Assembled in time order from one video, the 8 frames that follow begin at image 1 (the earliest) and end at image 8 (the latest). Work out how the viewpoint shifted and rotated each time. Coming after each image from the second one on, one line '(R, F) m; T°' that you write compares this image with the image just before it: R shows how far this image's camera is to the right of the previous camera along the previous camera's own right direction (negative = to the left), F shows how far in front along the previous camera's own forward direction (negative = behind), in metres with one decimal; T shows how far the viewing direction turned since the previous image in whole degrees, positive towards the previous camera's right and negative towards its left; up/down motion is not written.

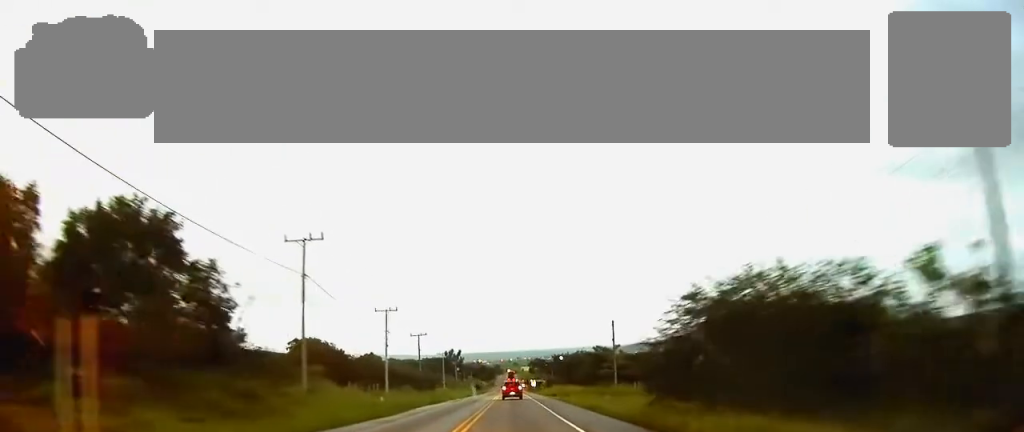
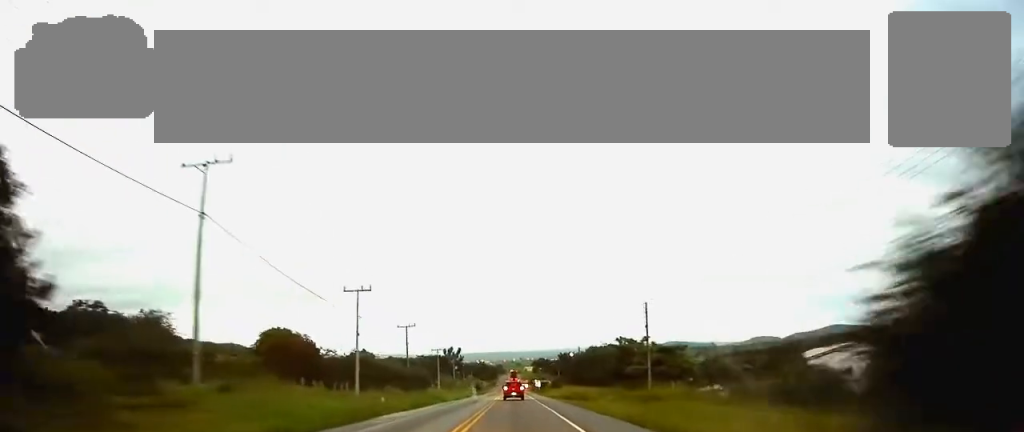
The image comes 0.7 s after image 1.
(0.0, +14.6) m; 0°
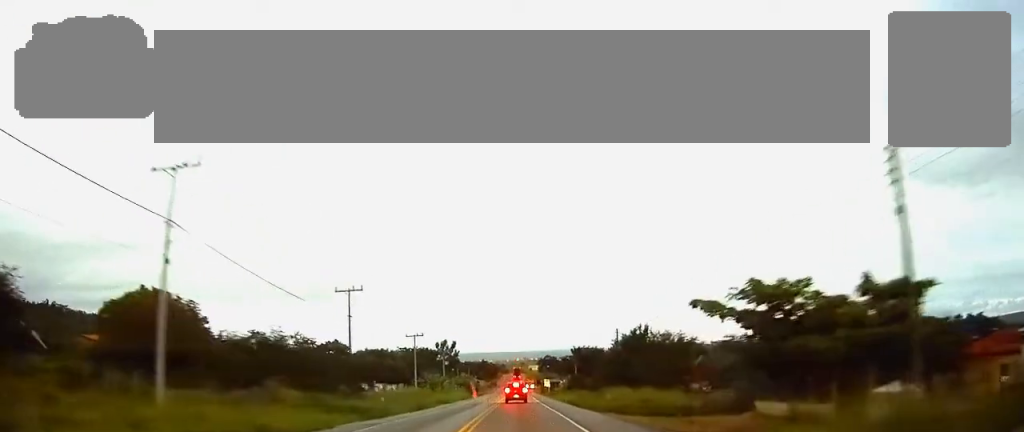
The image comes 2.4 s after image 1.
(0.0, +33.5) m; 0°
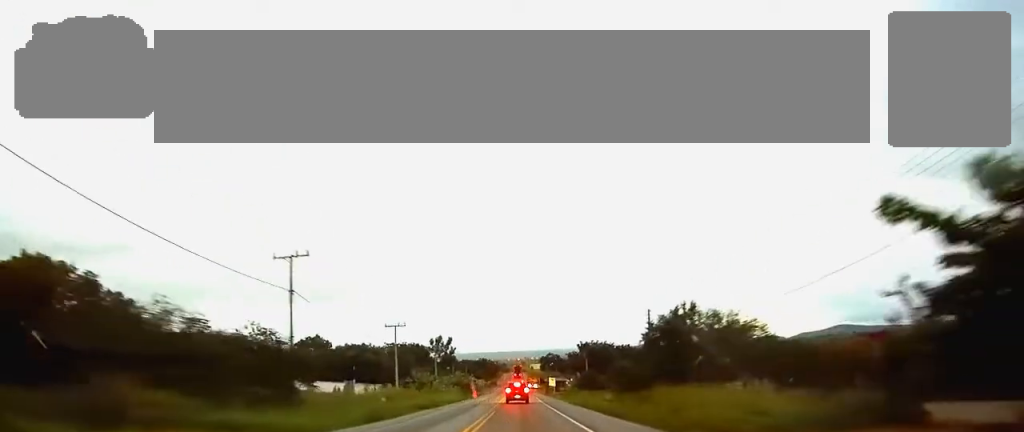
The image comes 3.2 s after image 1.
(-0.2, +15.4) m; 0°
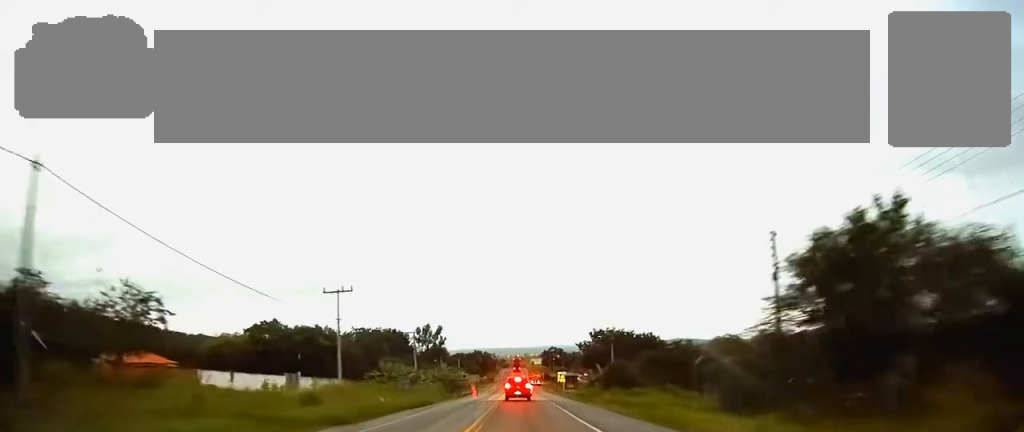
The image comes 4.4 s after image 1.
(+0.2, +25.4) m; 0°
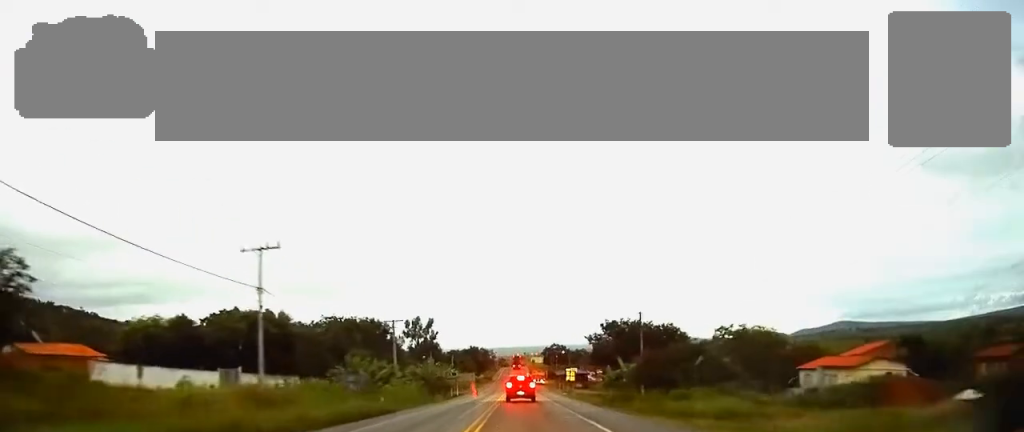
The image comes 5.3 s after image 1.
(0.0, +16.4) m; 0°
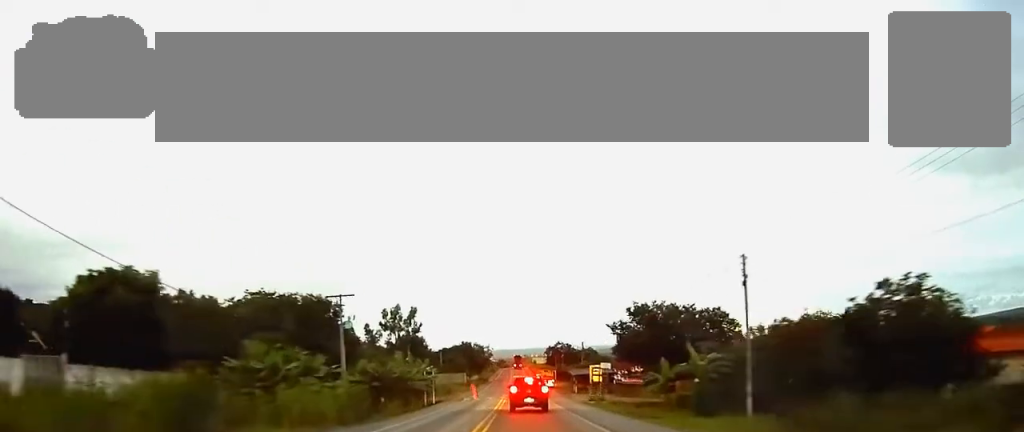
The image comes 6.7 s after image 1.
(-0.1, +24.9) m; 0°
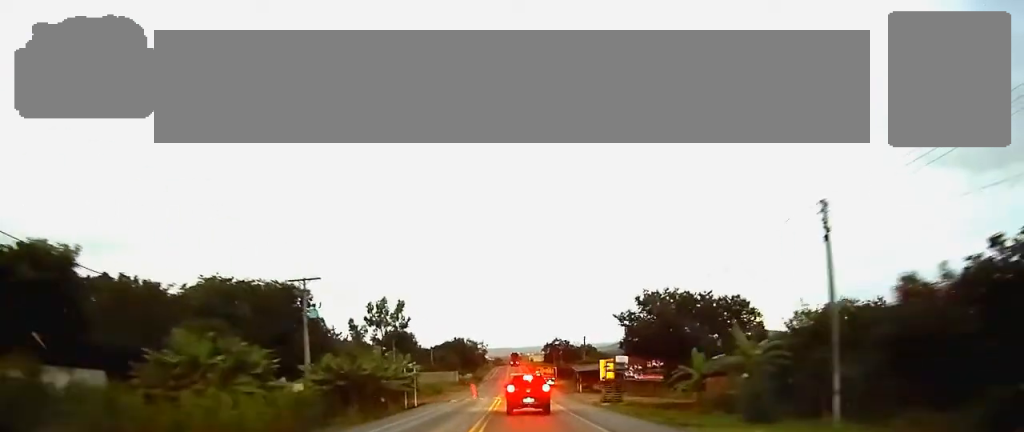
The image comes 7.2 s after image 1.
(+0.1, +9.1) m; 0°
